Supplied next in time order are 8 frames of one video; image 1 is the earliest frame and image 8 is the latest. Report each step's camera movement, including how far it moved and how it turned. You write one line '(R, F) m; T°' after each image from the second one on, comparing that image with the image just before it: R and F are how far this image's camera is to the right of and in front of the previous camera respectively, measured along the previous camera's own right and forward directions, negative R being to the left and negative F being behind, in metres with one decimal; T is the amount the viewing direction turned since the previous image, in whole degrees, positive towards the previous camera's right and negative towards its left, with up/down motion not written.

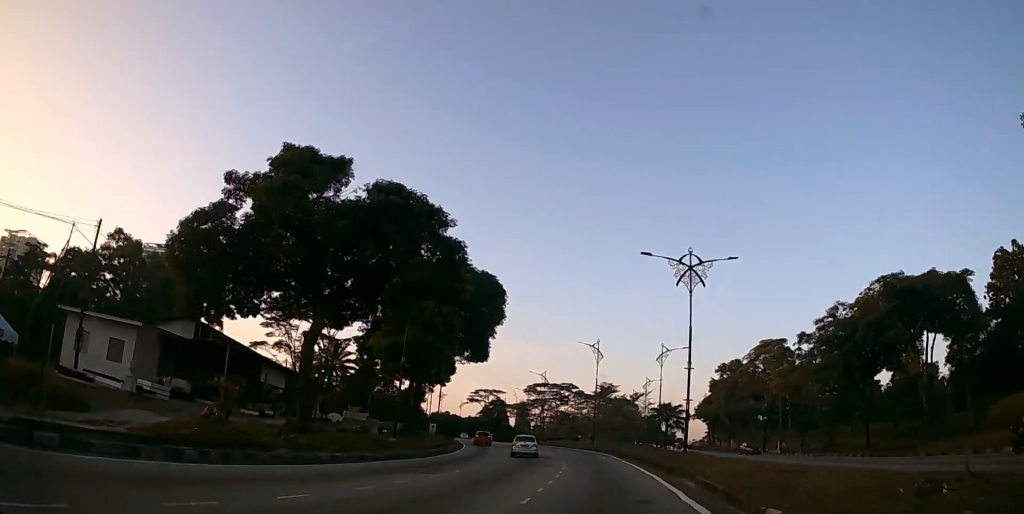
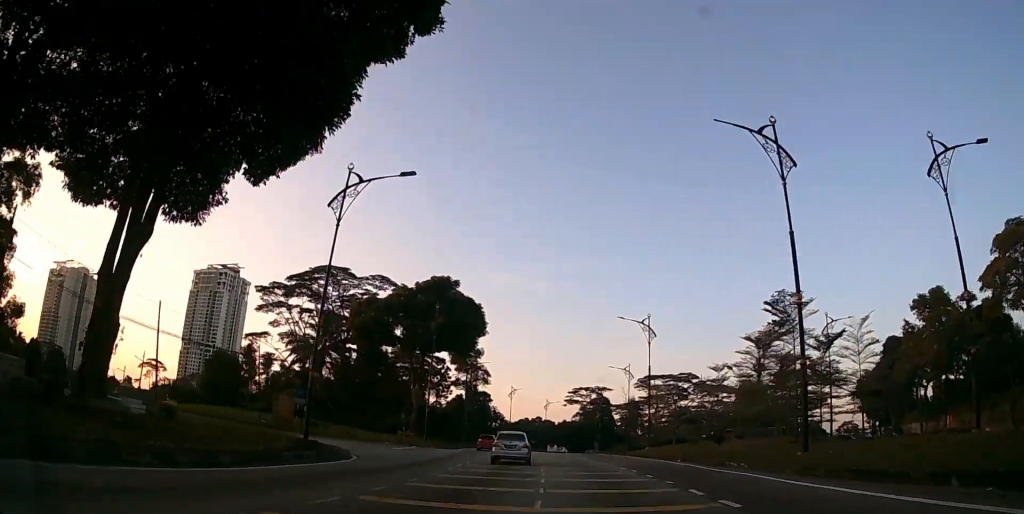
(-1.7, +49.9) m; -7°
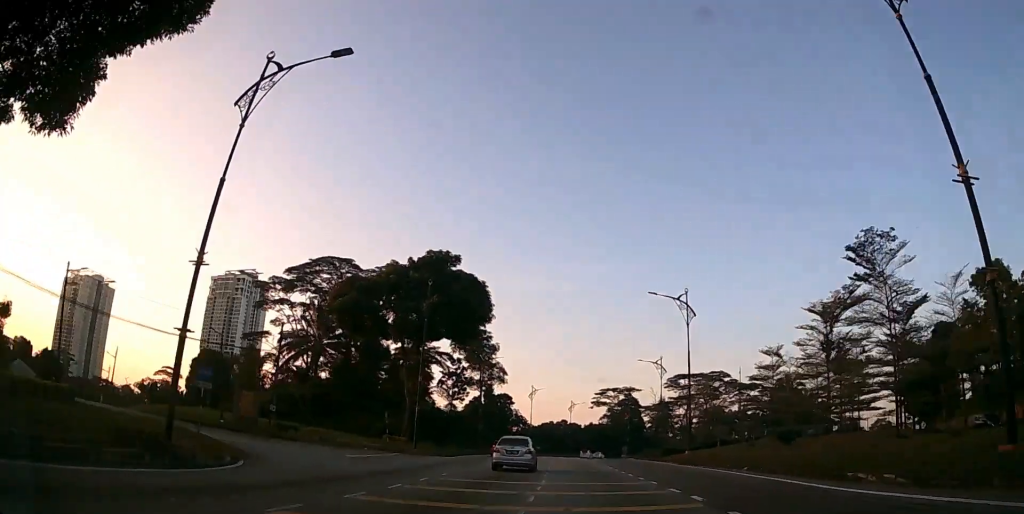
(-0.1, +9.2) m; -3°
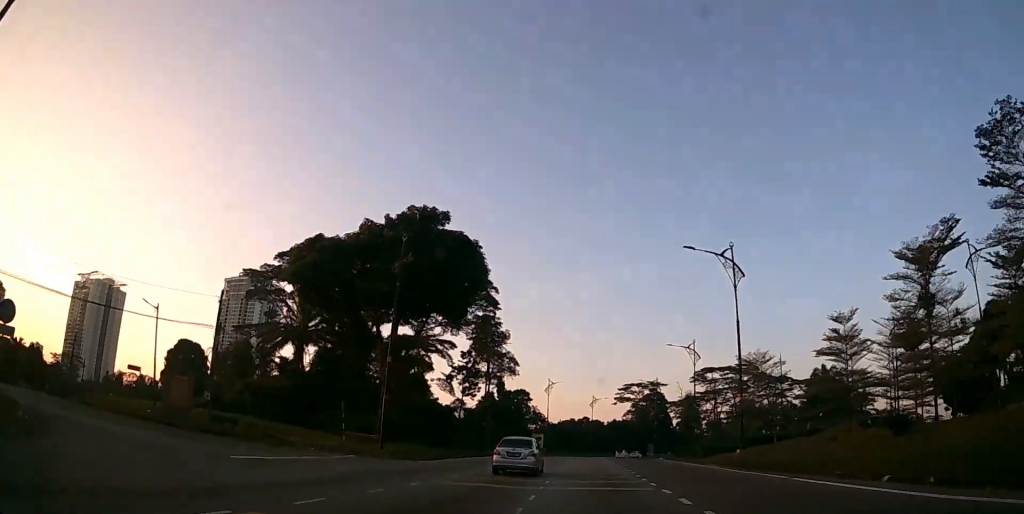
(-0.5, +10.3) m; -3°
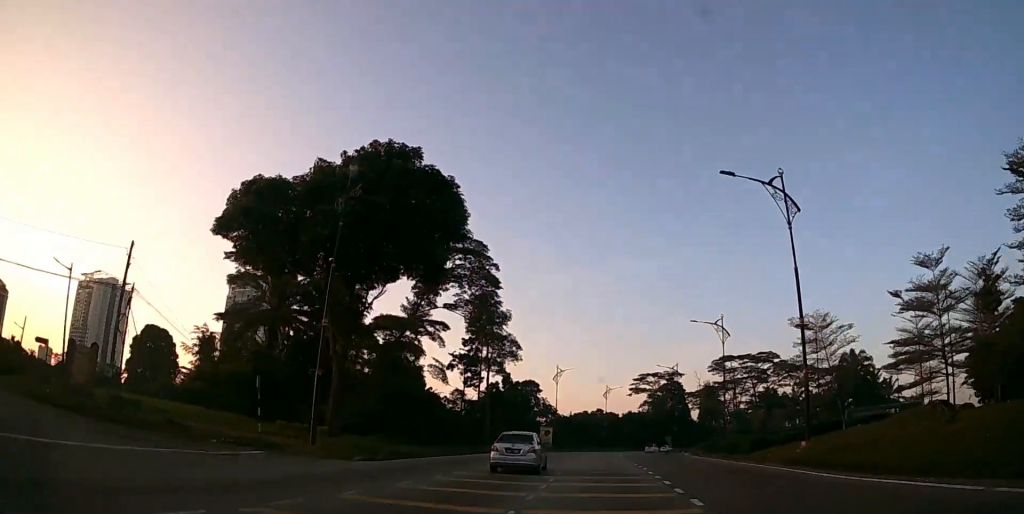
(-0.2, +10.2) m; -3°
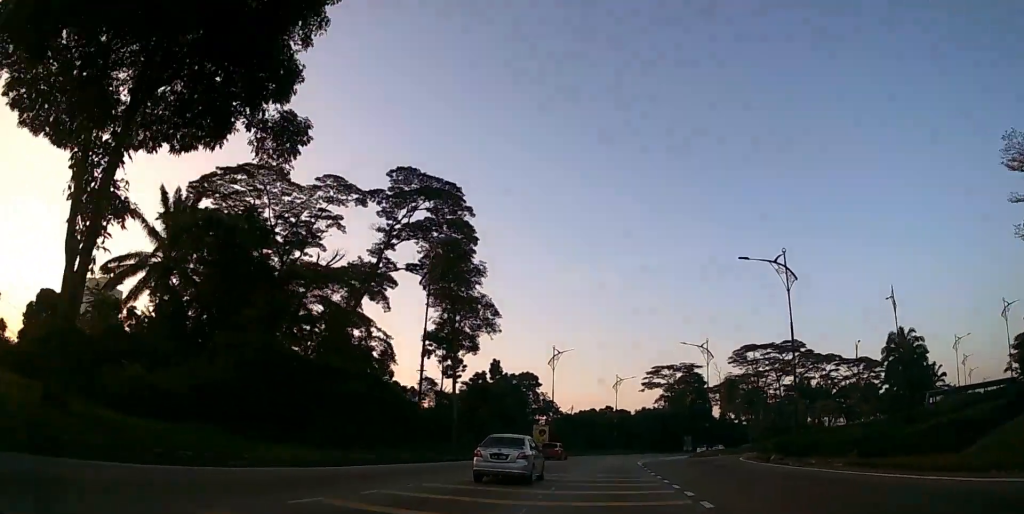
(-0.6, +18.5) m; -3°
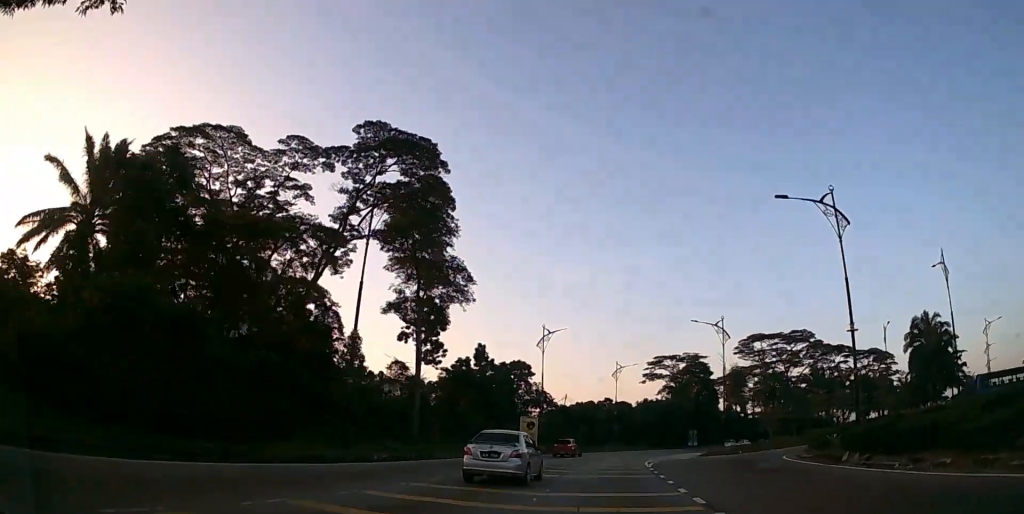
(-0.2, +9.9) m; -1°
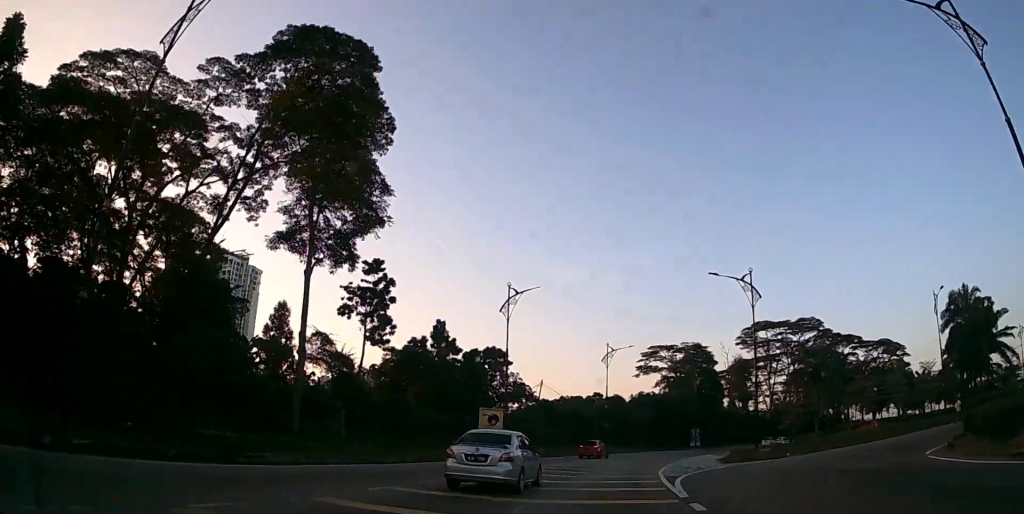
(-0.1, +15.3) m; 0°
